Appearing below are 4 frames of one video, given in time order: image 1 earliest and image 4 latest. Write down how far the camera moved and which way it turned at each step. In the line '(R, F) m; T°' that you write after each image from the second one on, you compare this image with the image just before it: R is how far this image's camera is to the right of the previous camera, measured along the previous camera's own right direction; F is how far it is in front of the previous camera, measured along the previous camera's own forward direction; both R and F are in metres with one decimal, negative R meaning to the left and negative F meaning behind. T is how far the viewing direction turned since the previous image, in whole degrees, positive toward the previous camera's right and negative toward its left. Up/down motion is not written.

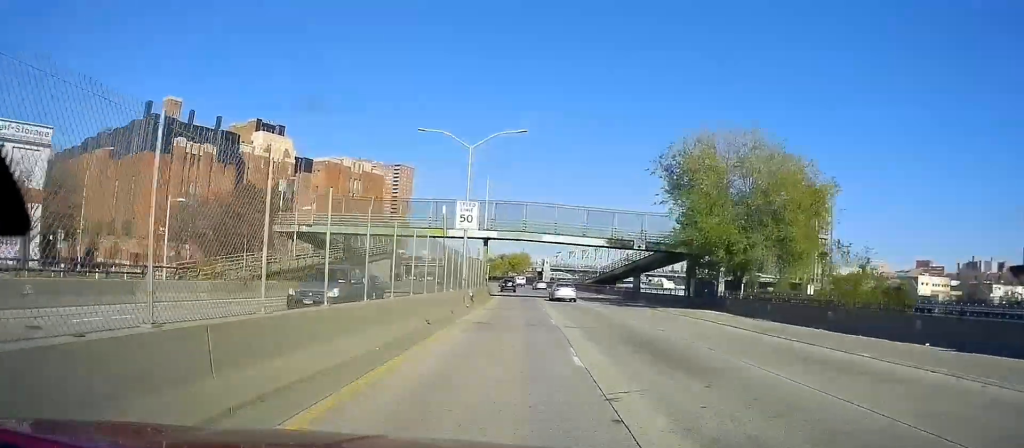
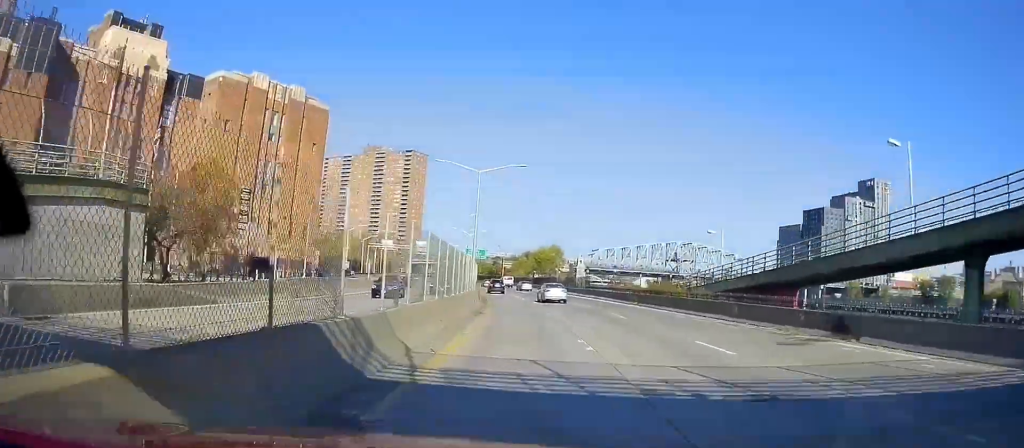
(-0.3, +50.5) m; -2°
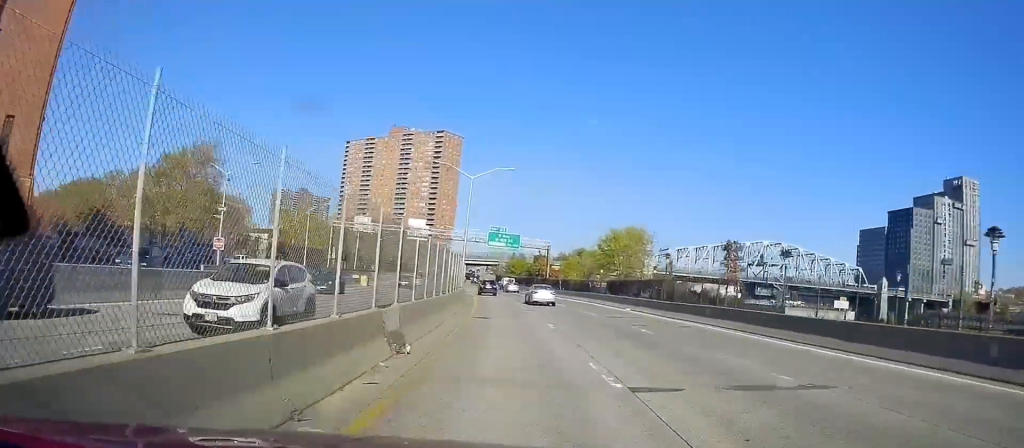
(-1.4, +52.4) m; -4°
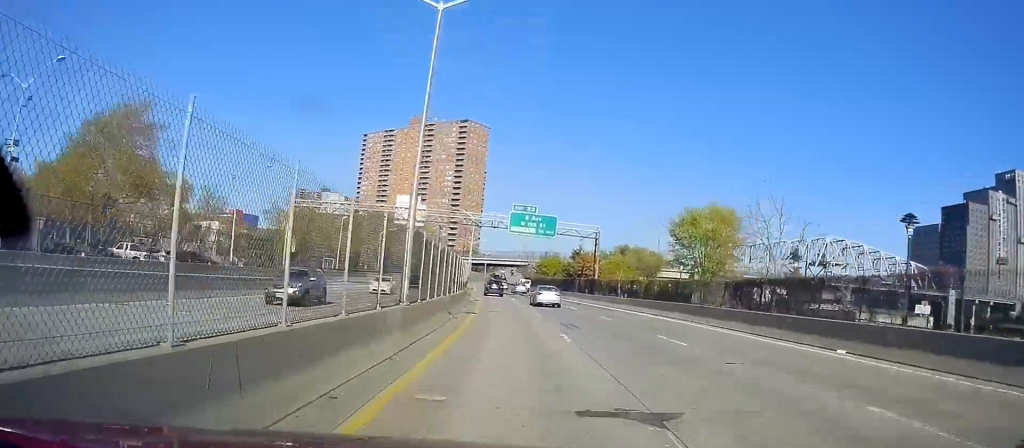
(-0.7, +26.1) m; -3°
